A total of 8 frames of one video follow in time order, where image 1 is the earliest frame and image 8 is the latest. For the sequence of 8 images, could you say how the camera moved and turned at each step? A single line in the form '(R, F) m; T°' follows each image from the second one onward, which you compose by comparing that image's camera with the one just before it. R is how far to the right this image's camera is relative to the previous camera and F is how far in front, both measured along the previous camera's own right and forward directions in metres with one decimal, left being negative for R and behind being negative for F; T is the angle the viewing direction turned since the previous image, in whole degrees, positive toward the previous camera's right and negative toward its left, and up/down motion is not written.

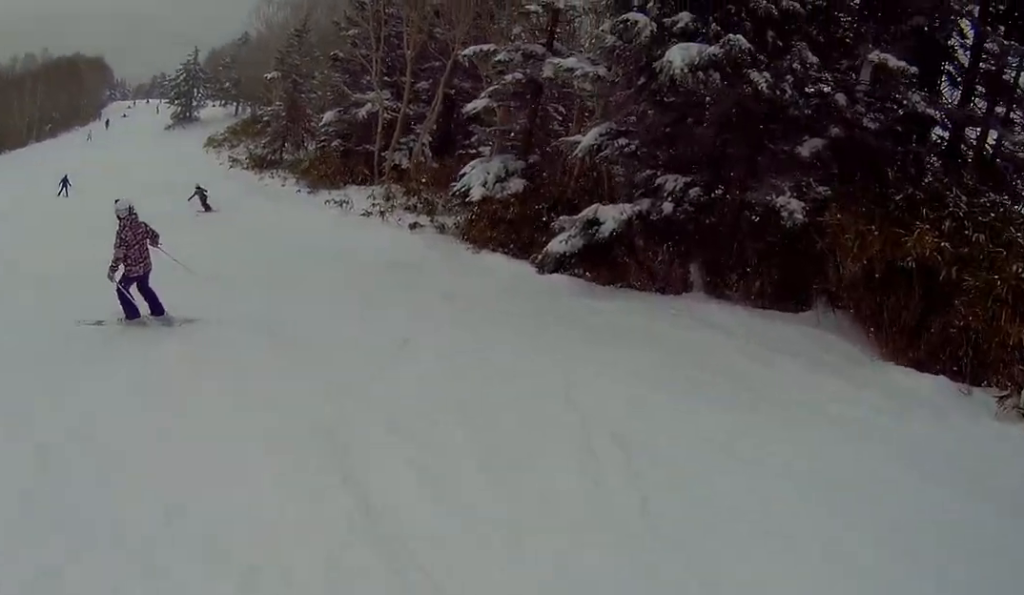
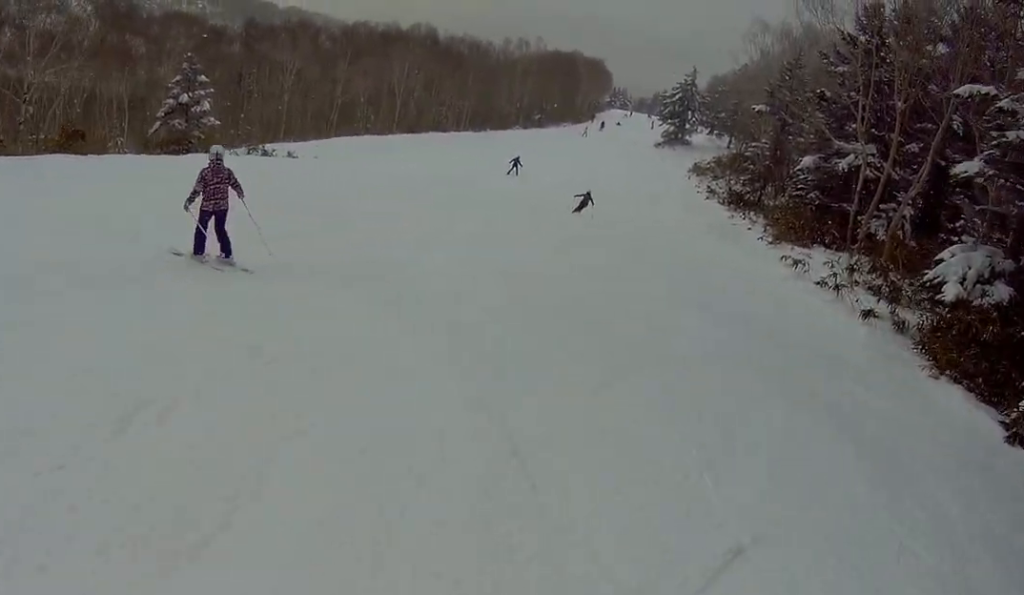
(-0.2, +3.5) m; -6°
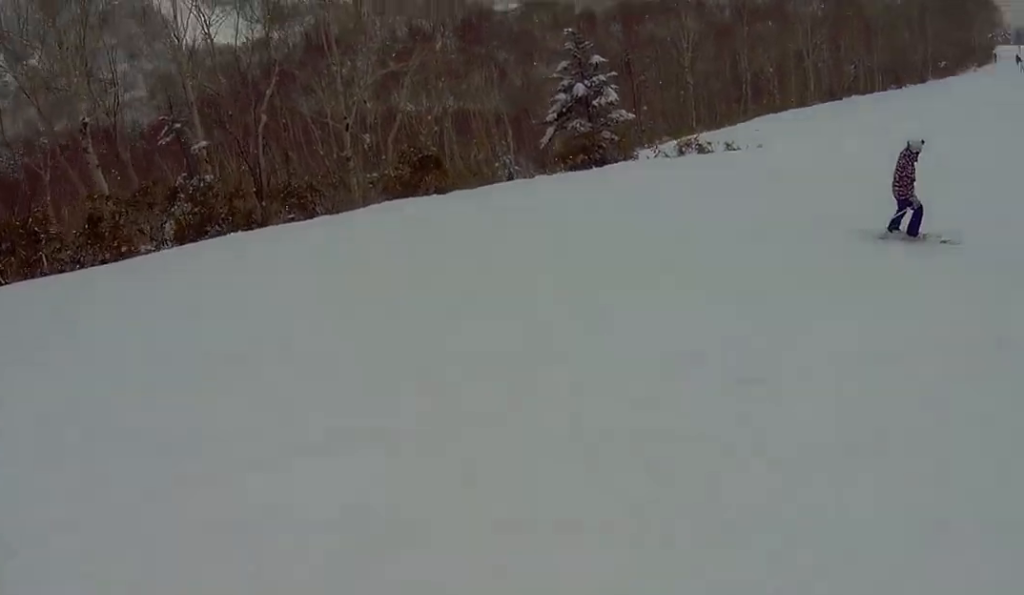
(-1.4, +9.1) m; -10°
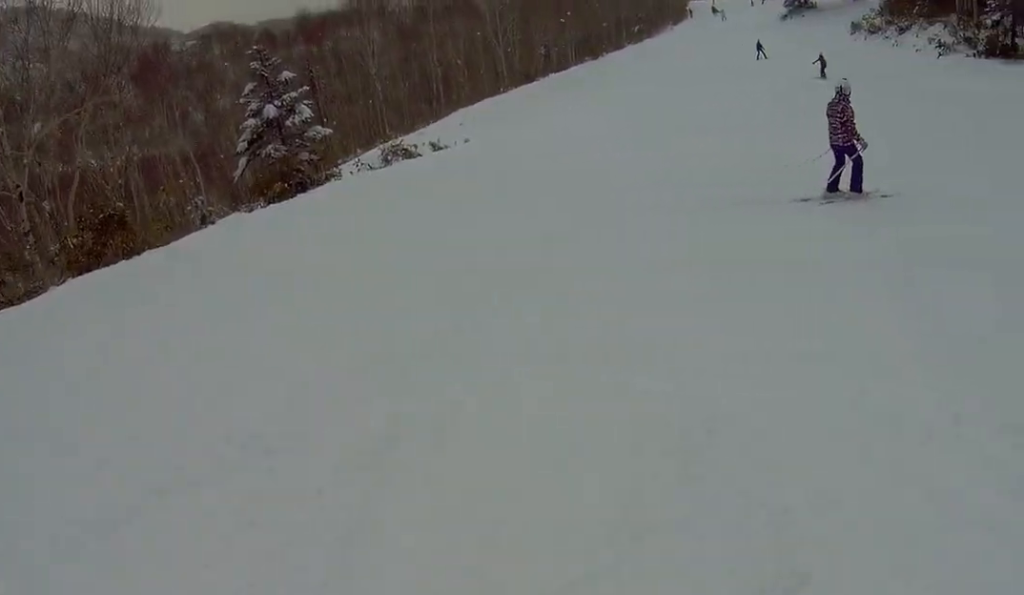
(0.0, +2.2) m; +4°
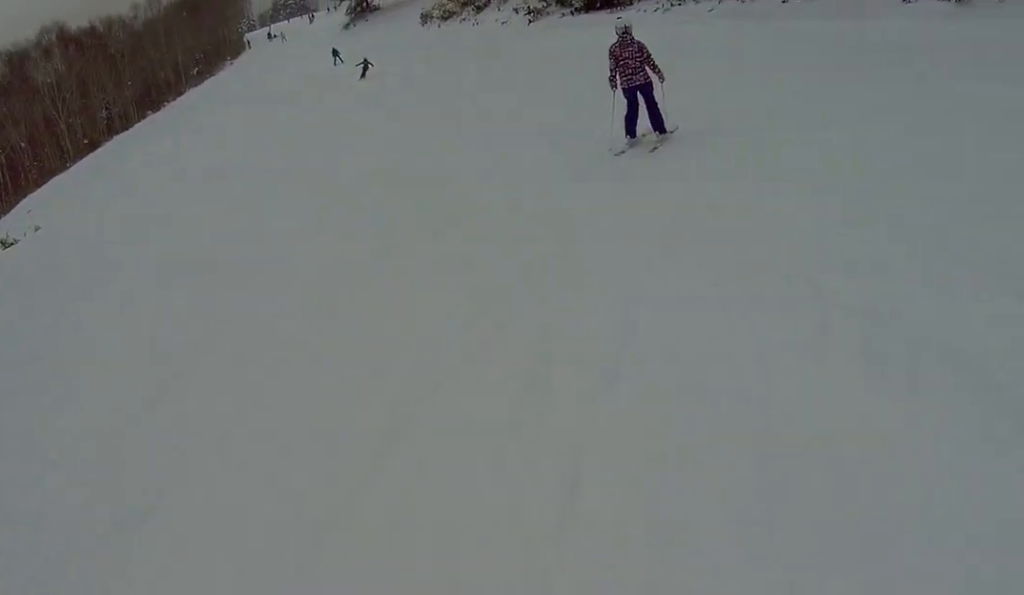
(+0.2, +2.5) m; +6°
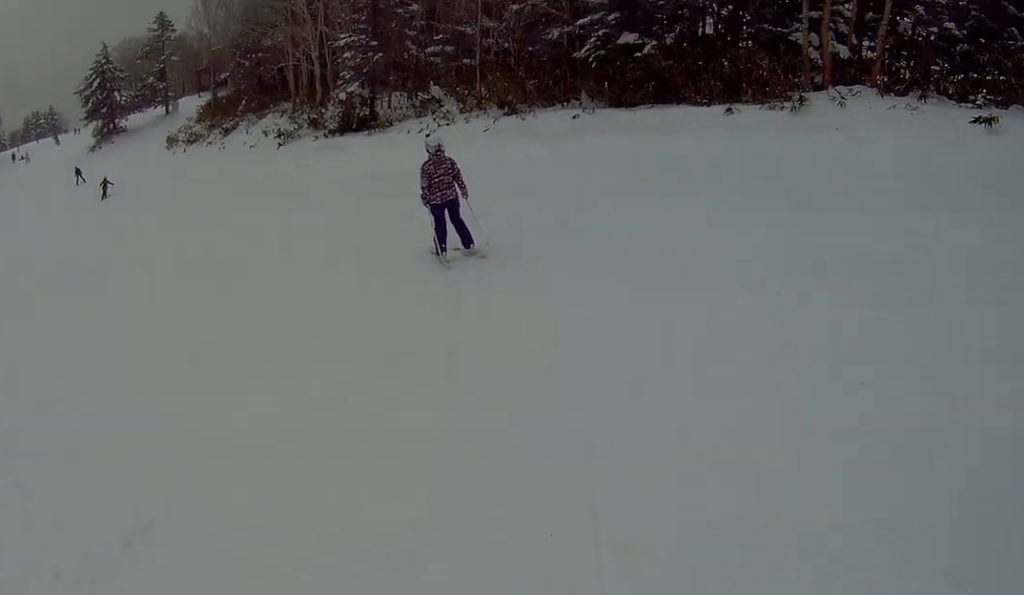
(+0.2, +2.7) m; +7°
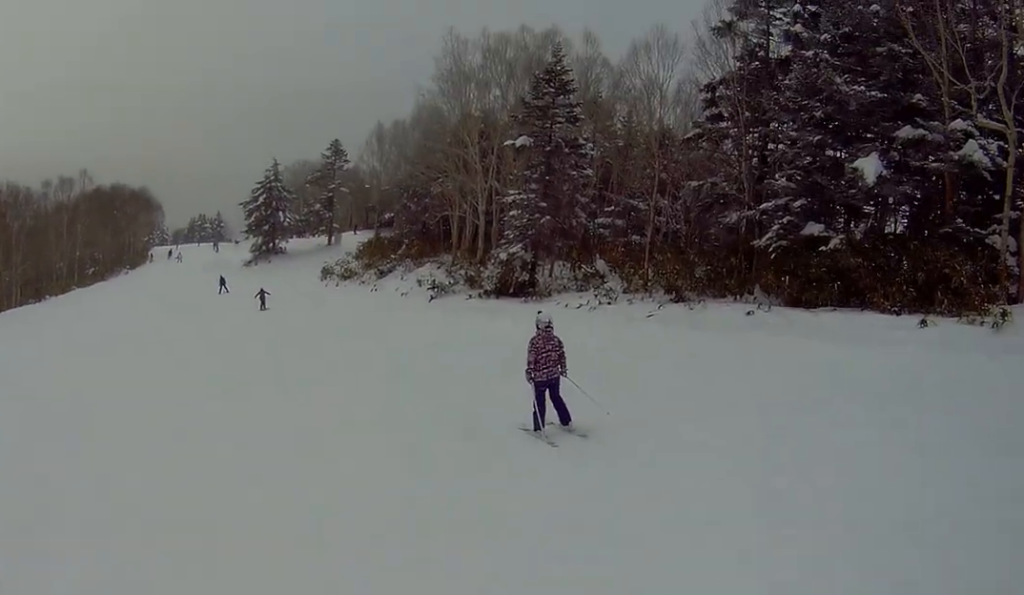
(-0.1, +2.0) m; +5°
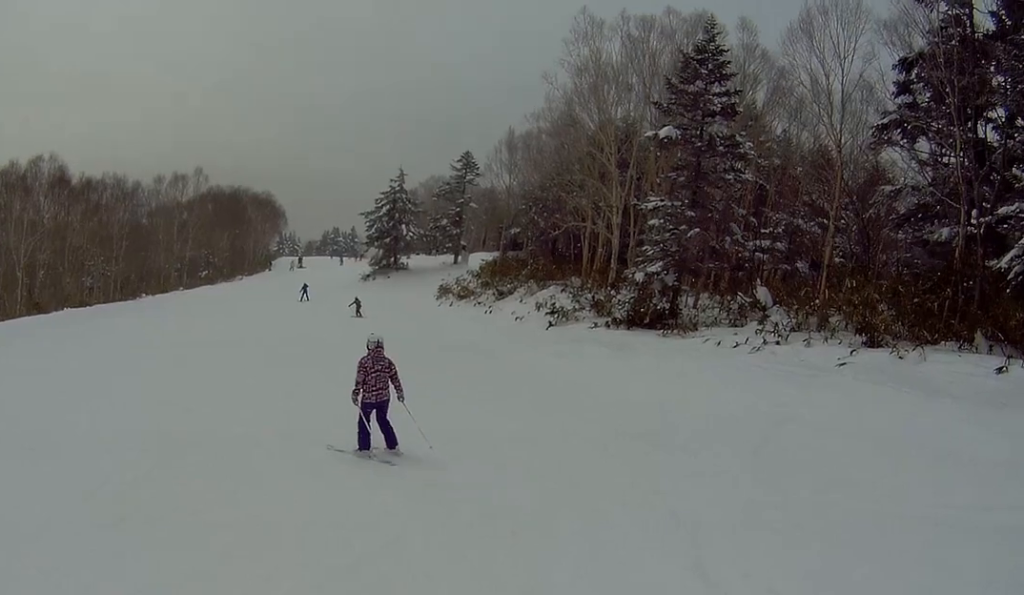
(+0.6, +4.3) m; +10°
